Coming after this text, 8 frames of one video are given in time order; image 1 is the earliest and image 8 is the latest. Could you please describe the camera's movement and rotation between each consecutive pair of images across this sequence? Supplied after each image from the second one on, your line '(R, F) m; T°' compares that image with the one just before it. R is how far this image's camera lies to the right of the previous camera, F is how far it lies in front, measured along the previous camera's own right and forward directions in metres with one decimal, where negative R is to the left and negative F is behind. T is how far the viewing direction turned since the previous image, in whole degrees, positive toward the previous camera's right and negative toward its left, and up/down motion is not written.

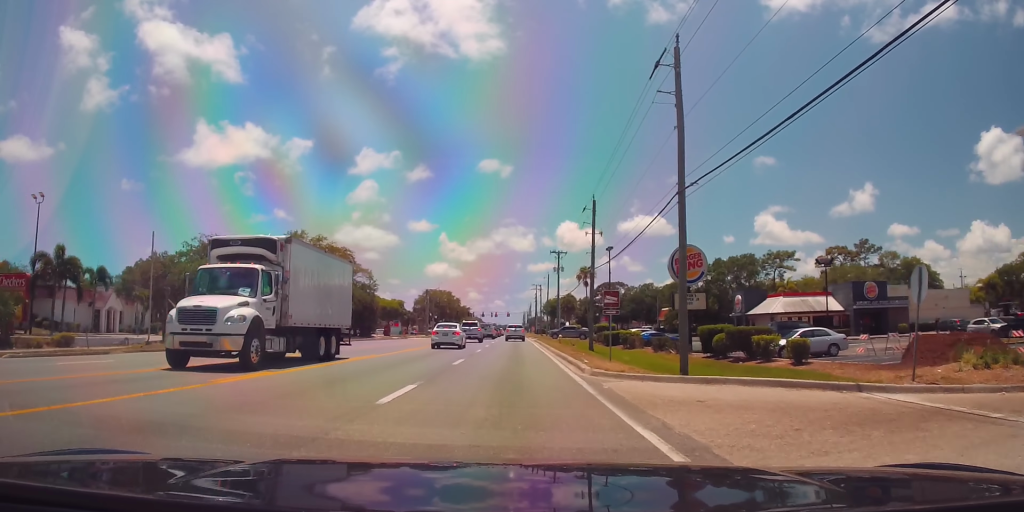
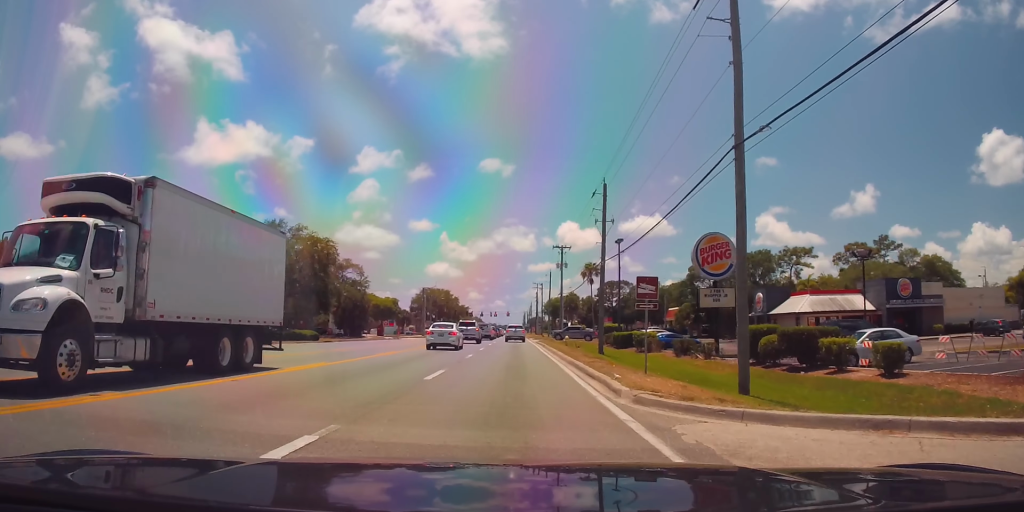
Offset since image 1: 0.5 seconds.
(-0.3, +6.6) m; 0°
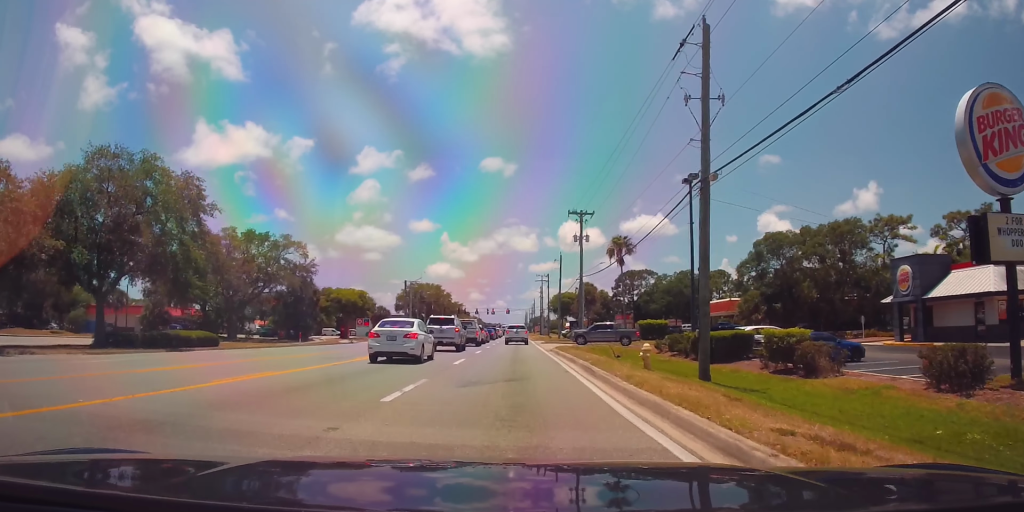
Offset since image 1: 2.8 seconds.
(+0.7, +26.9) m; +2°
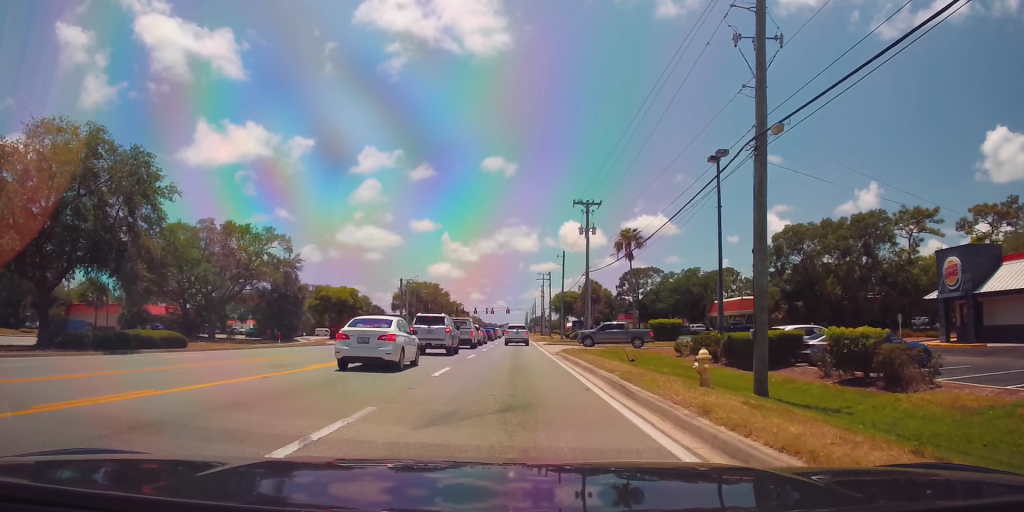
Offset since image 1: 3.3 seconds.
(0.0, +5.3) m; 0°
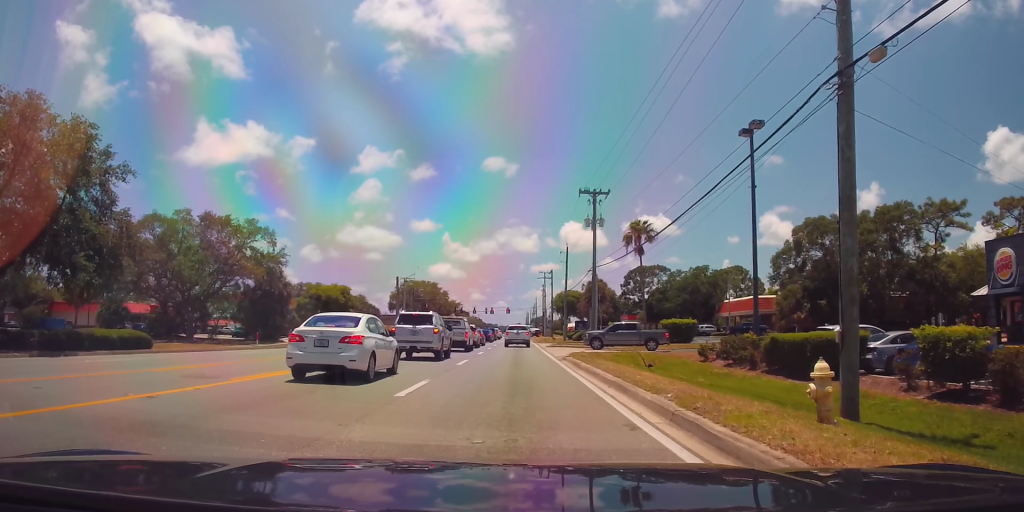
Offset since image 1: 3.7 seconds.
(0.0, +4.9) m; 0°
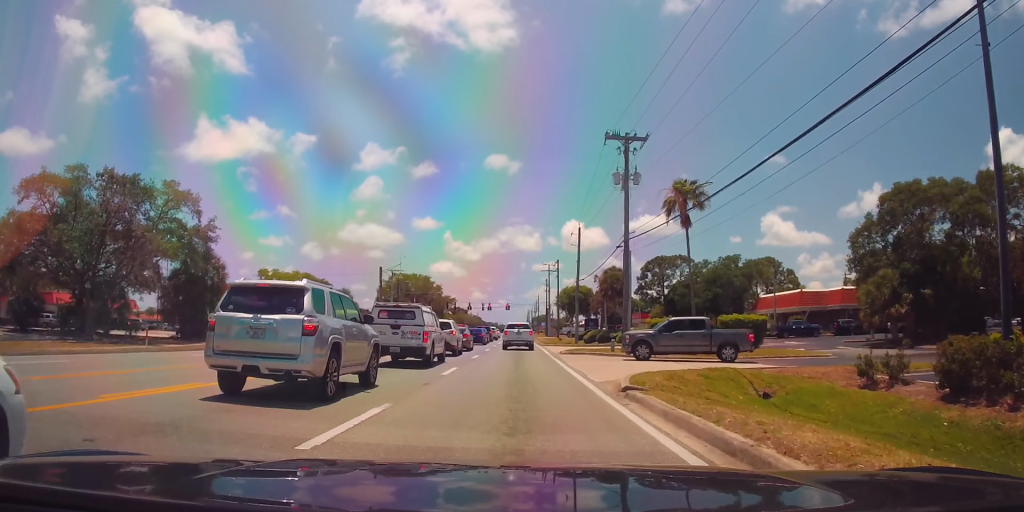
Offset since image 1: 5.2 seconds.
(-0.3, +15.9) m; -3°
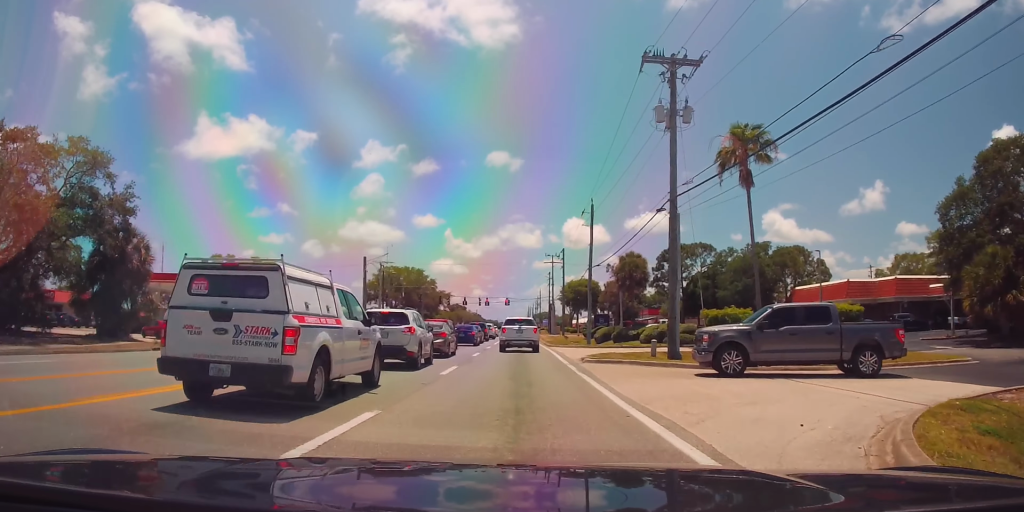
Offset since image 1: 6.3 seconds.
(-0.1, +11.5) m; +1°
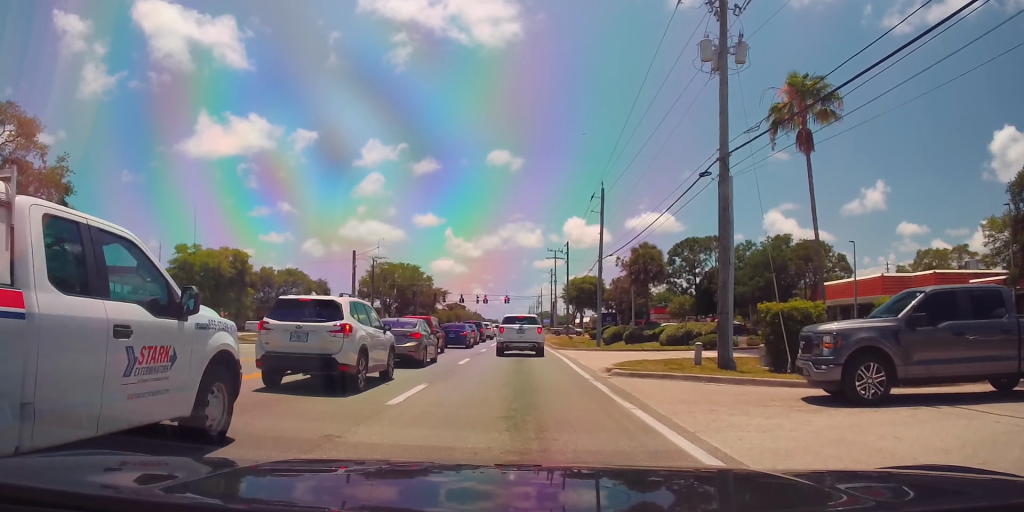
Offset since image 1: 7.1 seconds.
(+0.2, +6.8) m; +2°
